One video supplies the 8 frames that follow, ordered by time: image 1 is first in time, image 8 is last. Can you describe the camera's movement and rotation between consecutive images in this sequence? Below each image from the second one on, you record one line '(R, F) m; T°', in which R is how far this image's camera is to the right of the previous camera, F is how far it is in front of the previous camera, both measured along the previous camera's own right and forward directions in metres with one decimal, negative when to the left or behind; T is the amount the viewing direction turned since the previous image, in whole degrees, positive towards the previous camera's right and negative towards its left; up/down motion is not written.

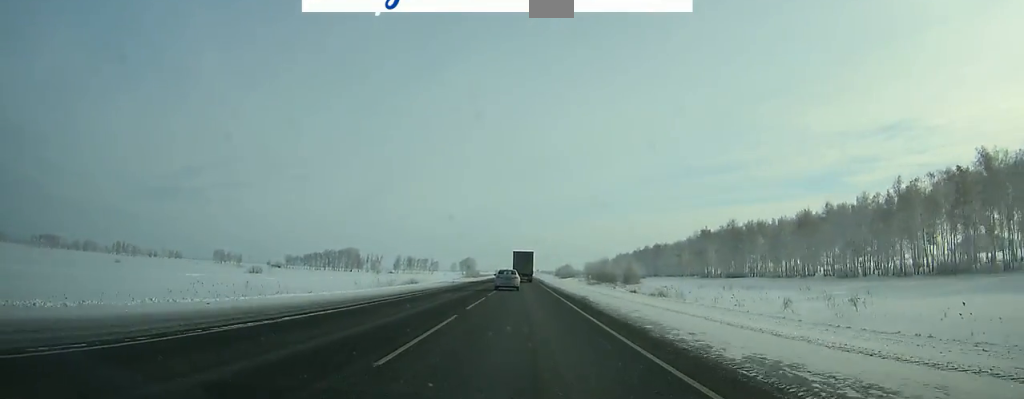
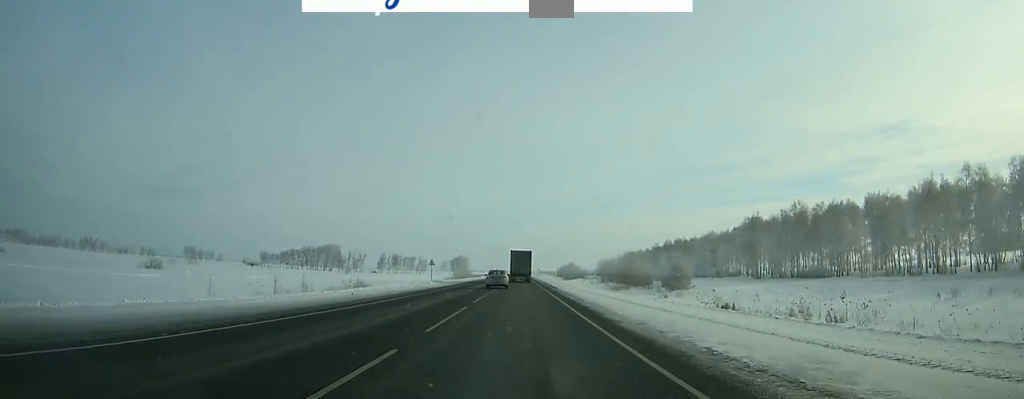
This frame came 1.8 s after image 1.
(0.0, +44.8) m; 0°
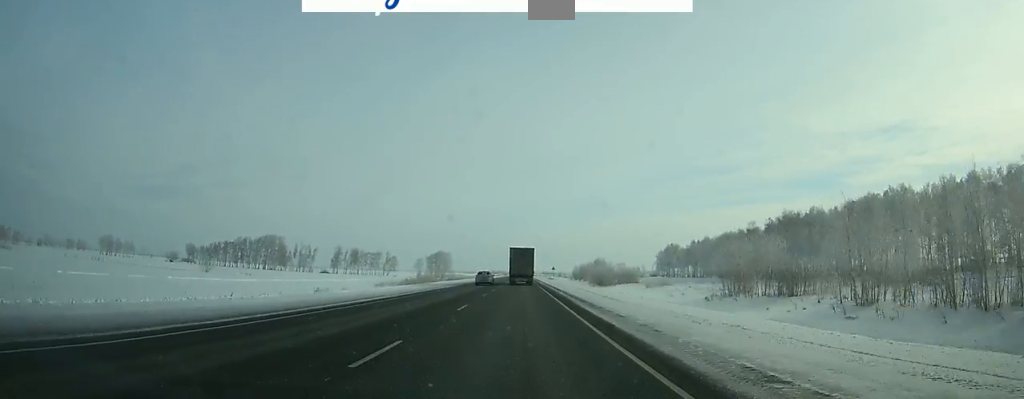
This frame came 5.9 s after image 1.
(+0.1, +104.2) m; 0°
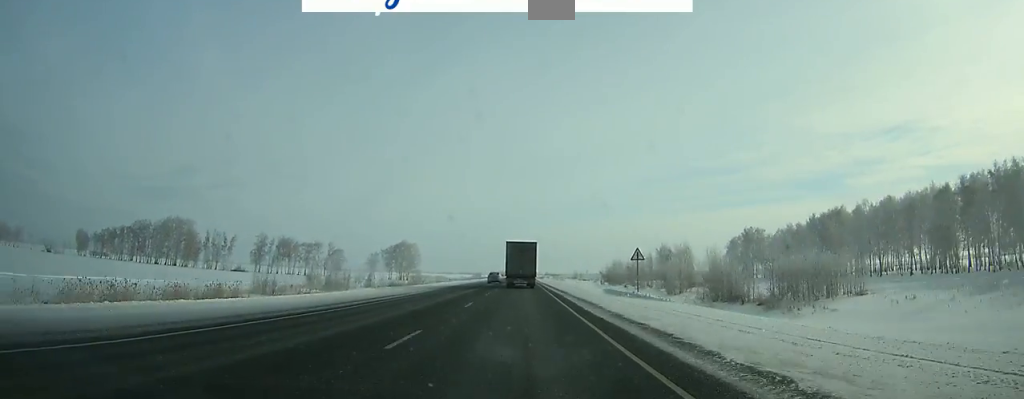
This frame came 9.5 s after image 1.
(-0.1, +93.5) m; 0°
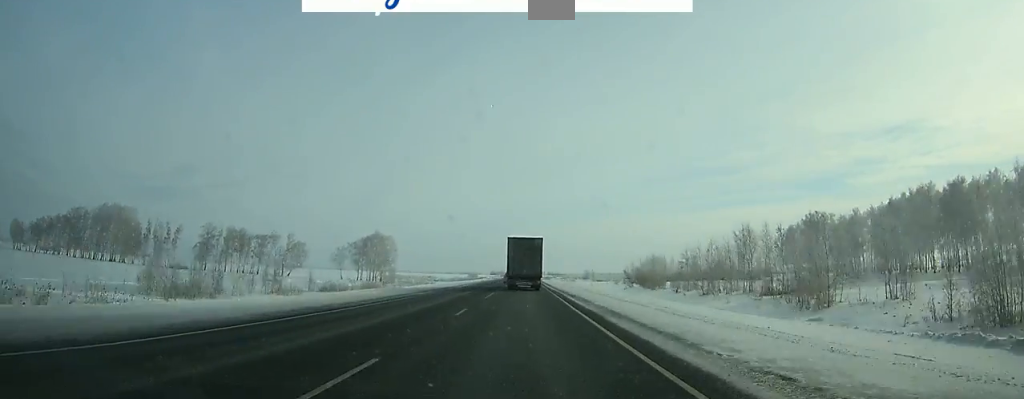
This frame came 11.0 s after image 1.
(-0.2, +38.7) m; 0°
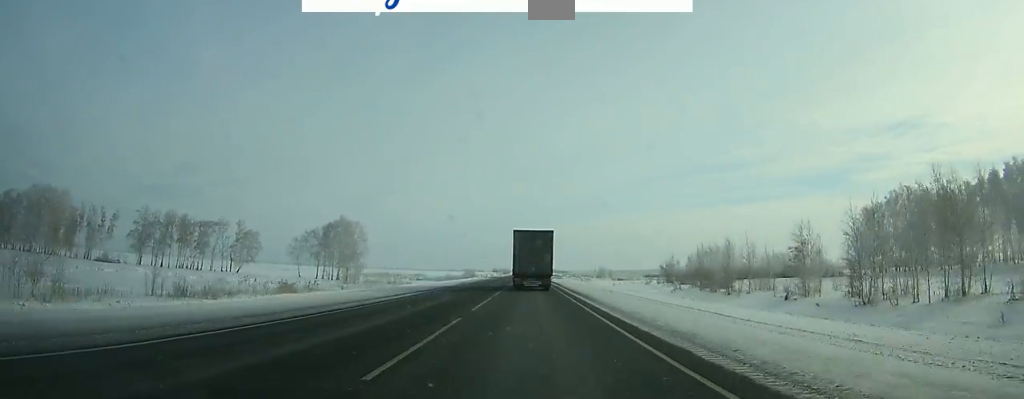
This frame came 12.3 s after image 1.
(-0.2, +33.6) m; 0°
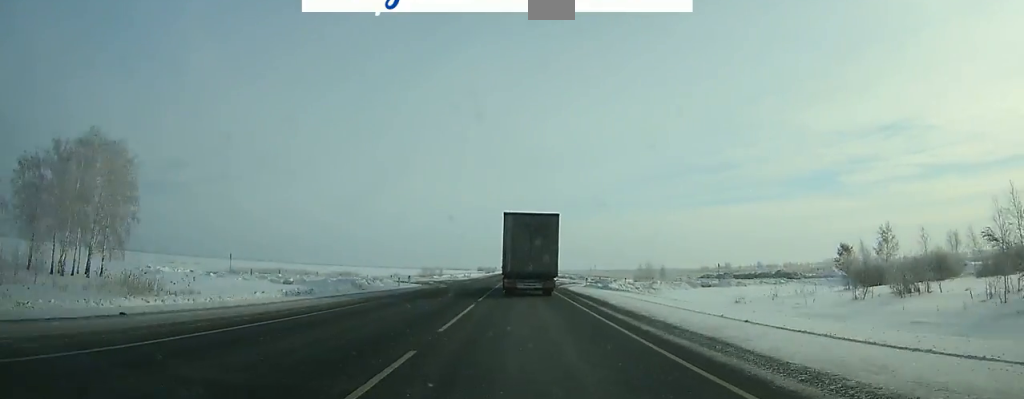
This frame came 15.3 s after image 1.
(+0.4, +75.3) m; 0°
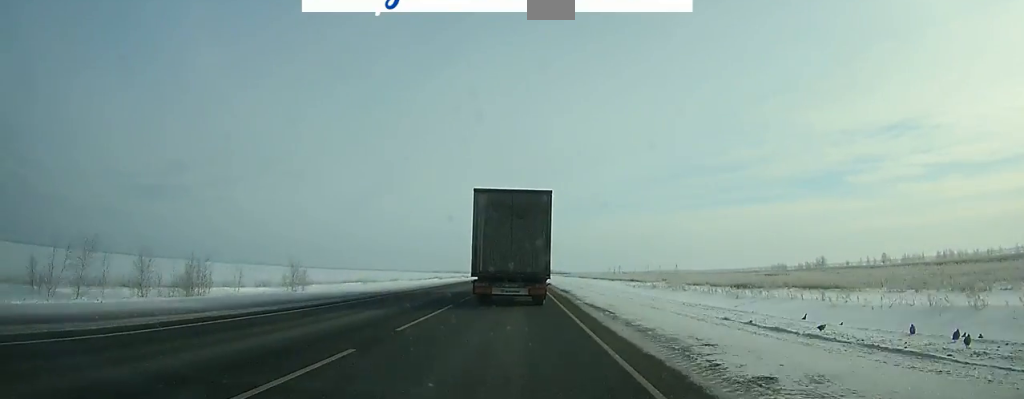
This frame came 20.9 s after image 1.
(-0.7, +131.7) m; 0°
